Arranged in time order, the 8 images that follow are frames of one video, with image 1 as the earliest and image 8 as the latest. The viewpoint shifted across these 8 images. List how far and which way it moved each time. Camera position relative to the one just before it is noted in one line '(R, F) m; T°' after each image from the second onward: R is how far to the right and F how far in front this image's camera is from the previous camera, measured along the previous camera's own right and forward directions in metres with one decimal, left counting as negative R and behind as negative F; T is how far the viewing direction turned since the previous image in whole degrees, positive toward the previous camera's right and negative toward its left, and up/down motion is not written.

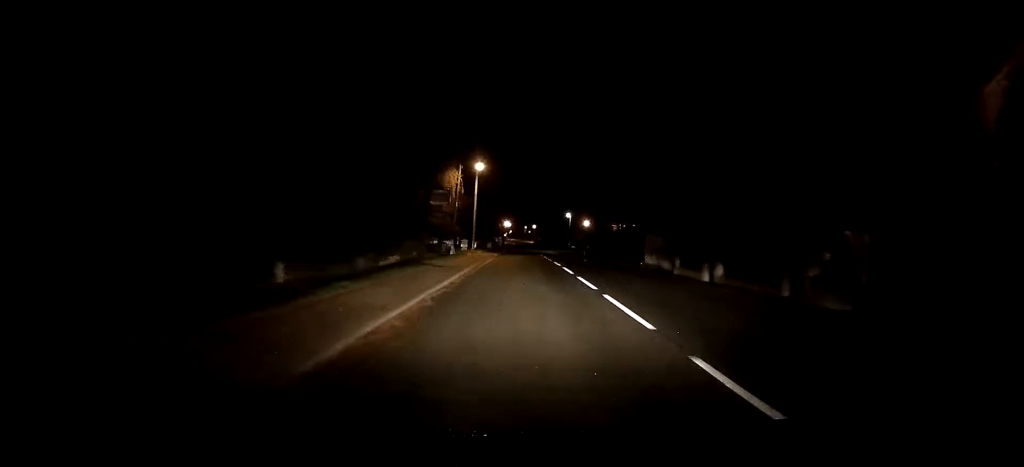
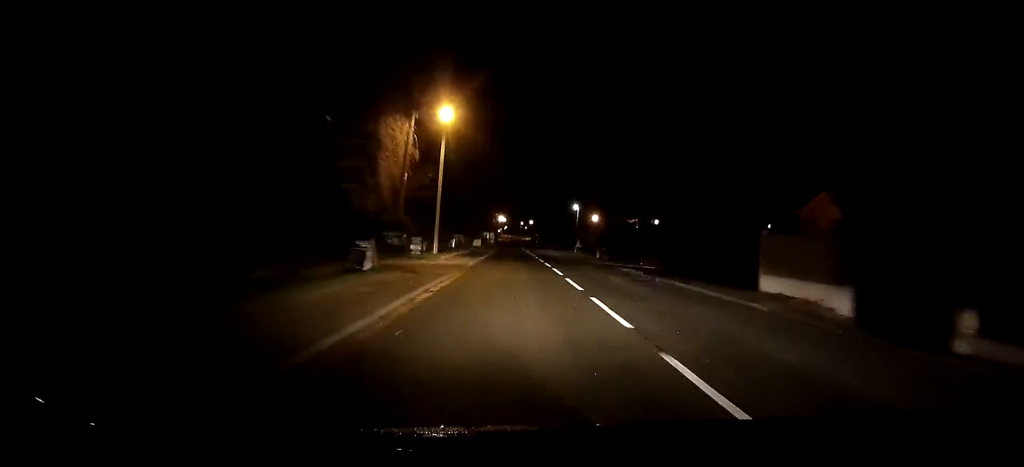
(-0.1, +17.7) m; 0°
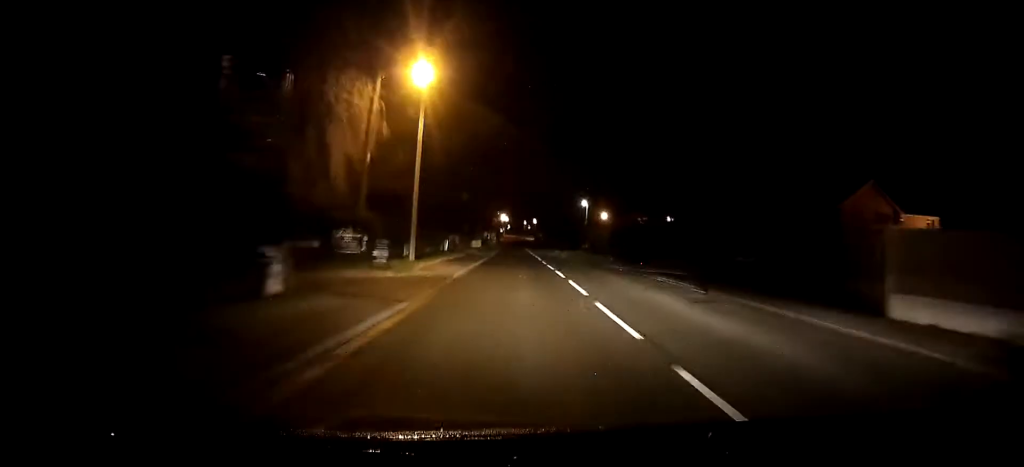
(0.0, +6.6) m; 0°
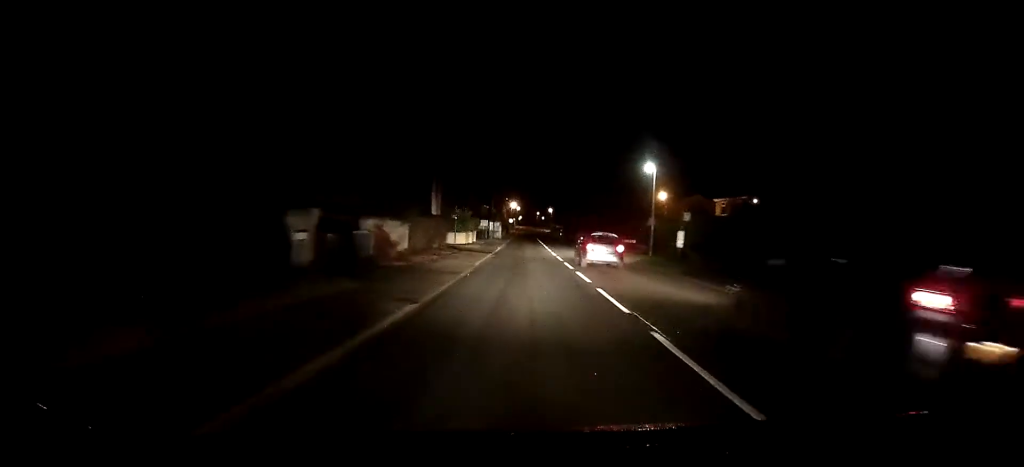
(+0.1, +28.1) m; 0°
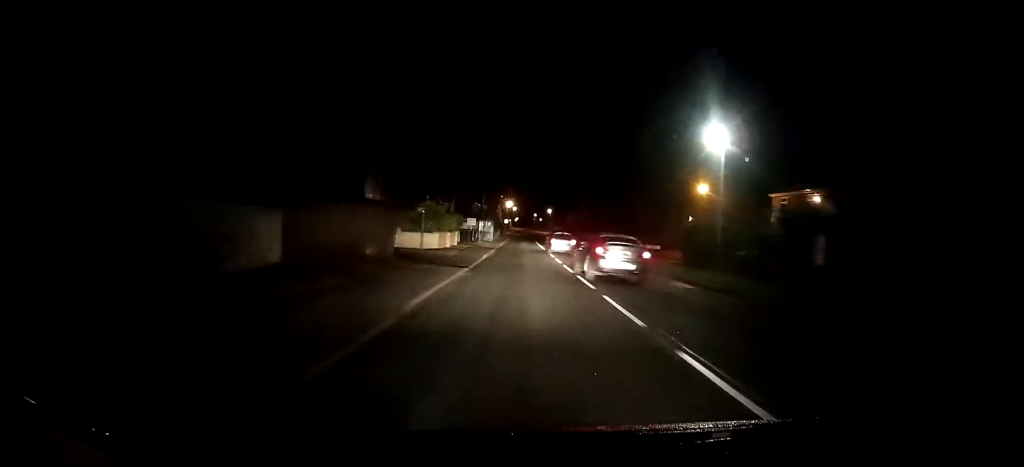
(0.0, +13.0) m; -1°
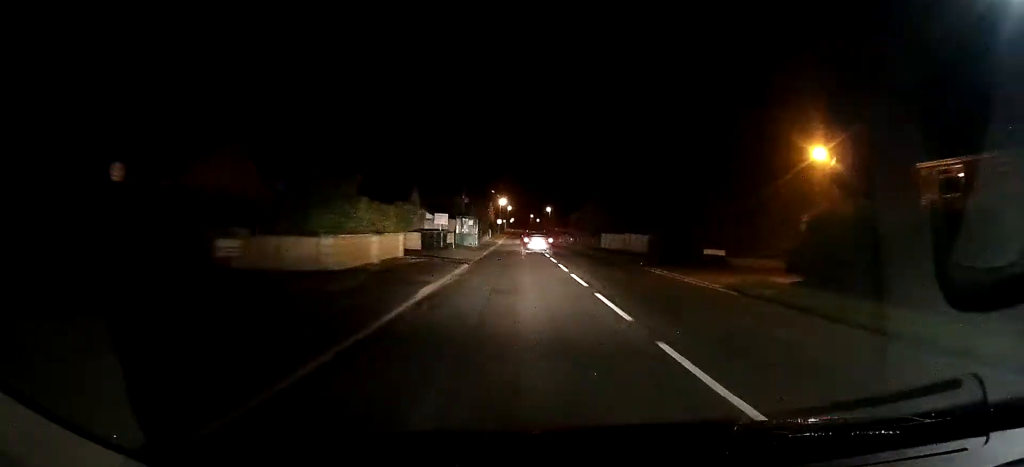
(-0.1, +17.8) m; +1°
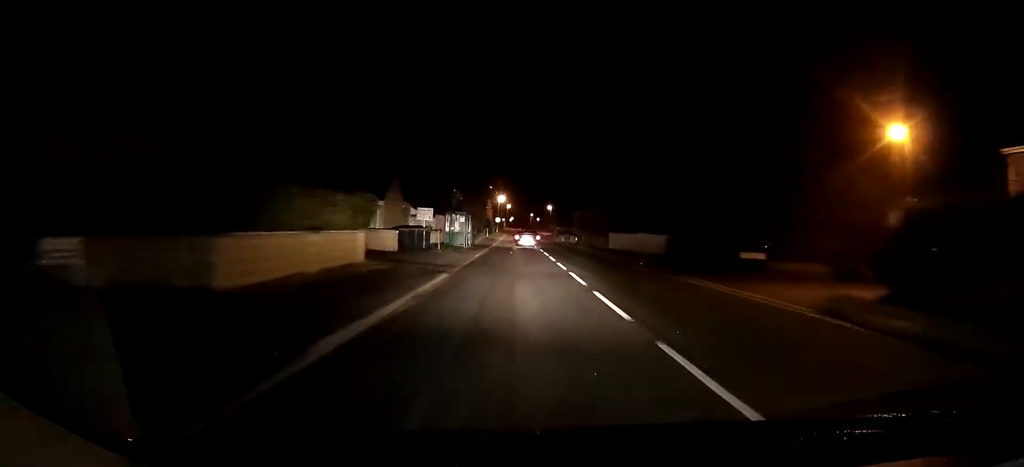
(0.0, +5.9) m; +1°
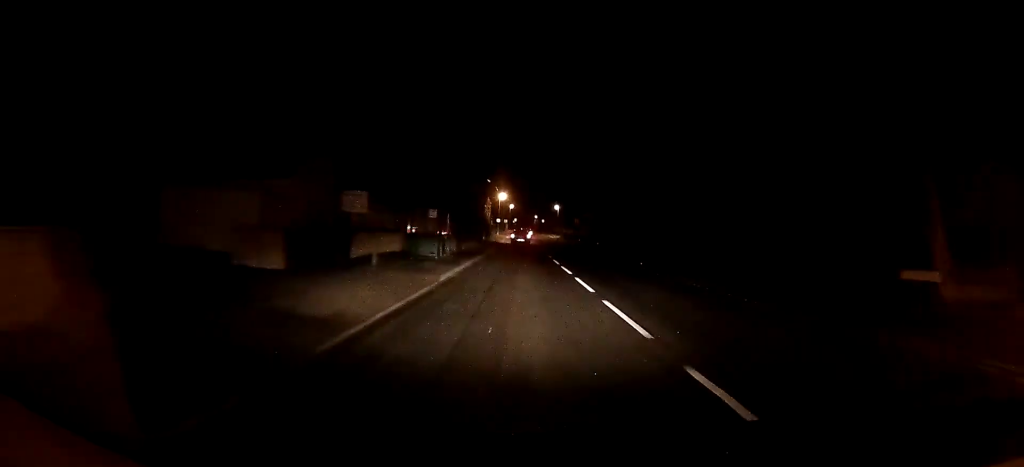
(+0.1, +13.2) m; 0°
